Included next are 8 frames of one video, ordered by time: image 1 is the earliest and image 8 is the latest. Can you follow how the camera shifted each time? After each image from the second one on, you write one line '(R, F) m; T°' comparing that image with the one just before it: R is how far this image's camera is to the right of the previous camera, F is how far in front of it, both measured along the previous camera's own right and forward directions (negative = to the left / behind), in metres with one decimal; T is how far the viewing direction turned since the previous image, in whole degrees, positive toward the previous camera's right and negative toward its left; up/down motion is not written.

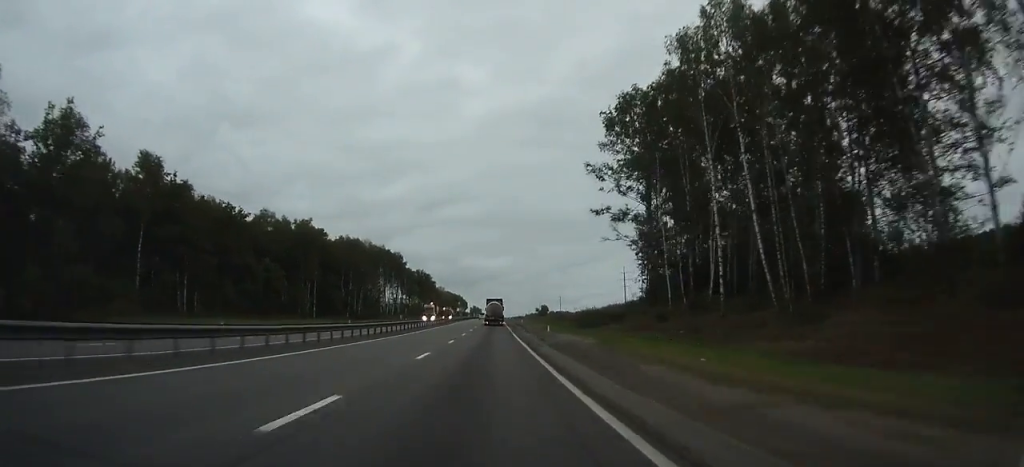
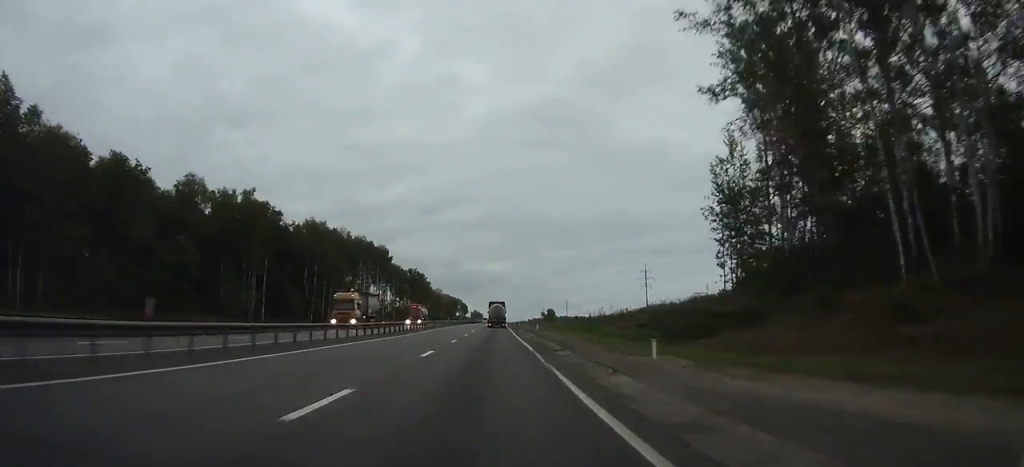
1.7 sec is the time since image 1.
(0.0, +36.0) m; 0°
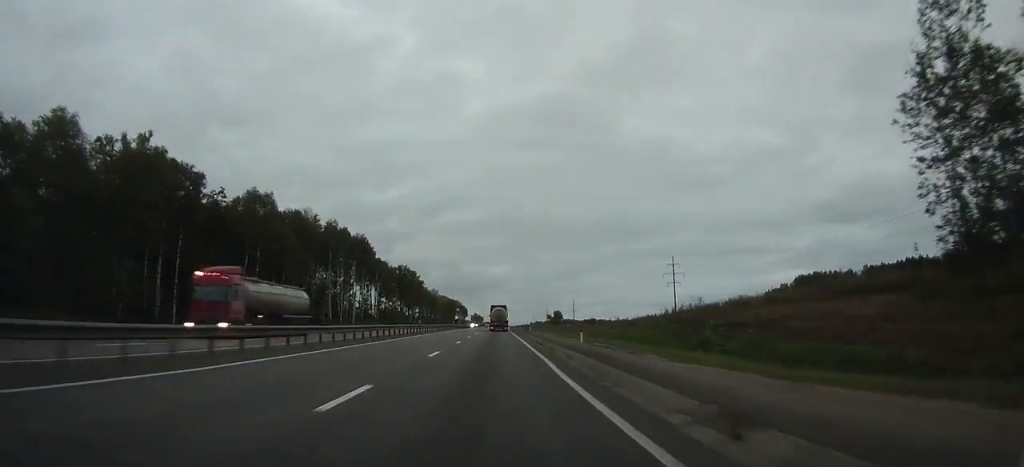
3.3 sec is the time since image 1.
(-0.1, +35.6) m; 0°
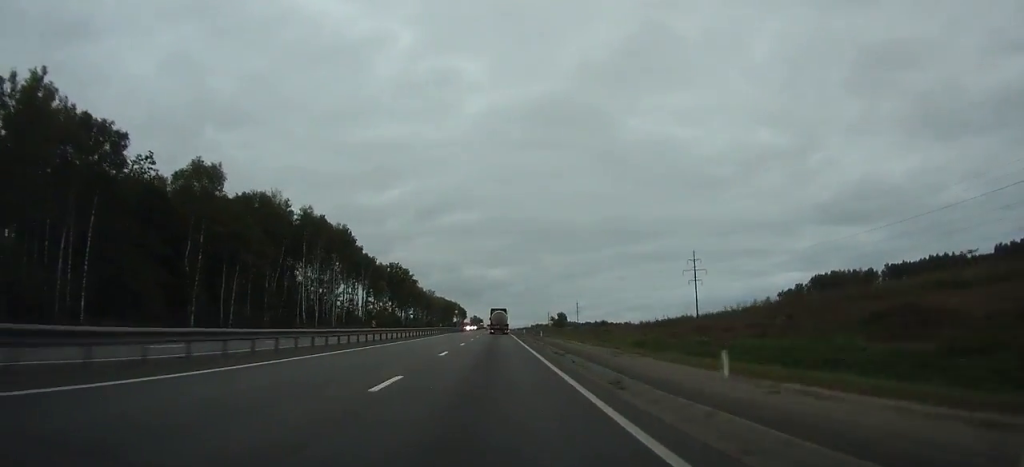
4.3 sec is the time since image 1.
(-0.1, +21.2) m; 0°
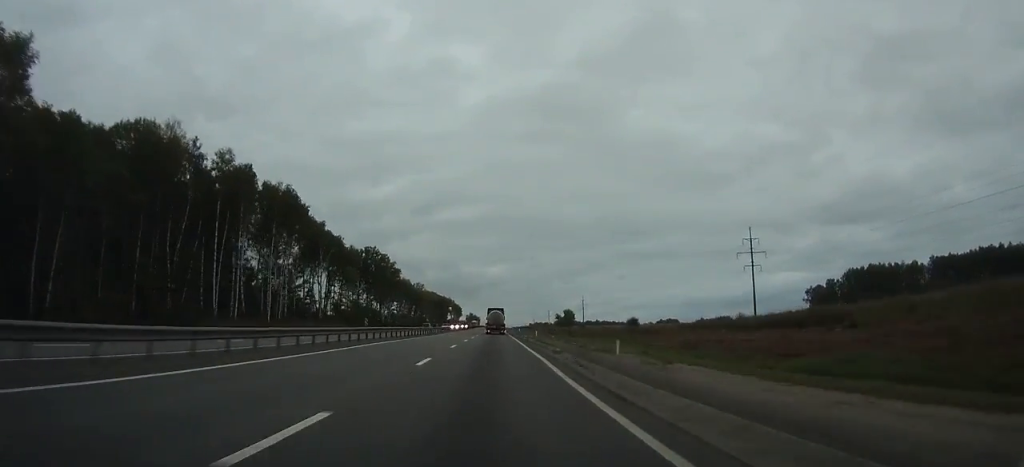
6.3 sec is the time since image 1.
(-0.1, +41.1) m; 0°
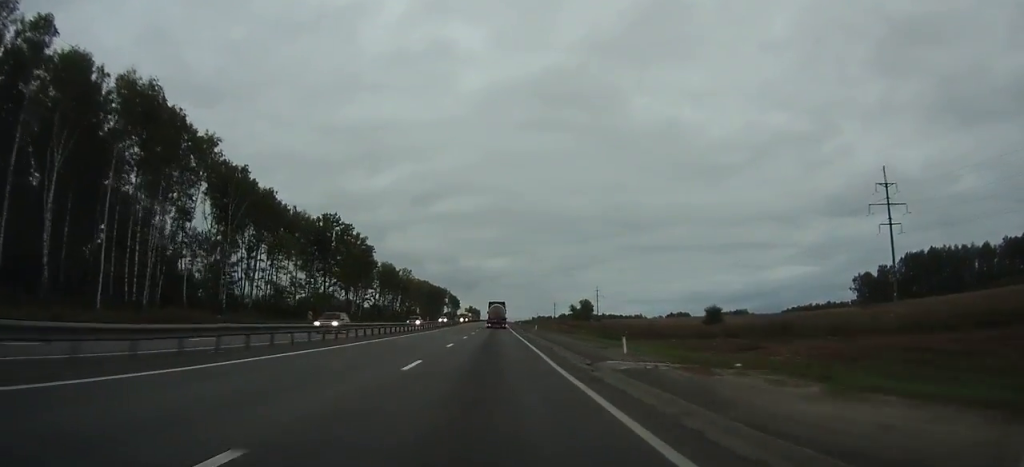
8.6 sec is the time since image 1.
(+0.4, +50.1) m; 0°
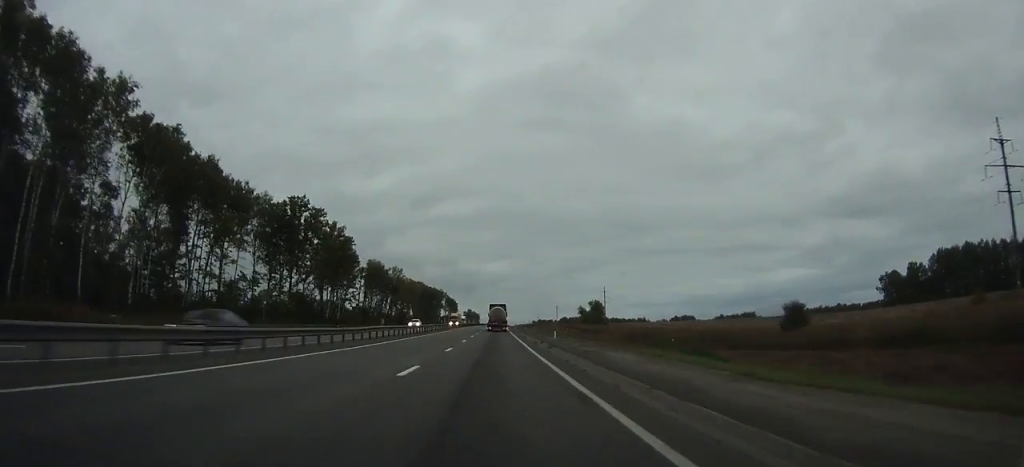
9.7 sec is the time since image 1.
(-0.1, +24.7) m; 0°
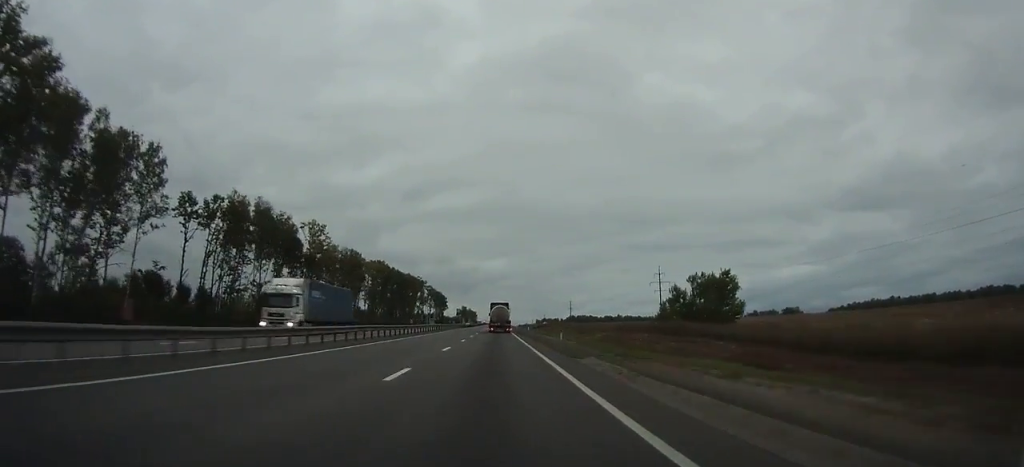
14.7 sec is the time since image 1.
(-0.4, +108.4) m; 0°
